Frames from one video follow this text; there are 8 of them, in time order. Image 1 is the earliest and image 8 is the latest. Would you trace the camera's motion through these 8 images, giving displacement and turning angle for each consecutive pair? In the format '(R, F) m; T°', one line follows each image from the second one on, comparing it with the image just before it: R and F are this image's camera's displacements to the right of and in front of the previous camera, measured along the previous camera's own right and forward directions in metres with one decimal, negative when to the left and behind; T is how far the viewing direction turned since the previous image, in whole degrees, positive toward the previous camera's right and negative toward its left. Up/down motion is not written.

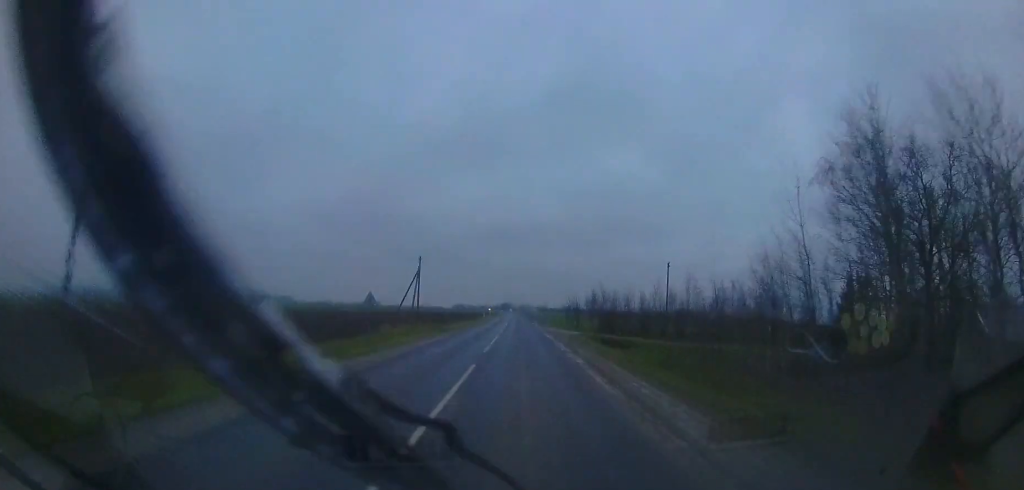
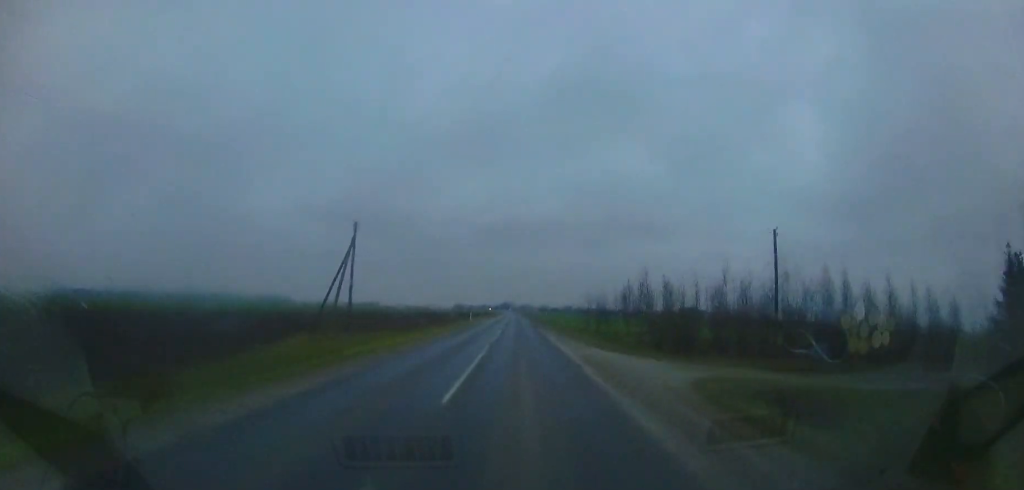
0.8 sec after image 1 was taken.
(0.0, +19.6) m; 0°
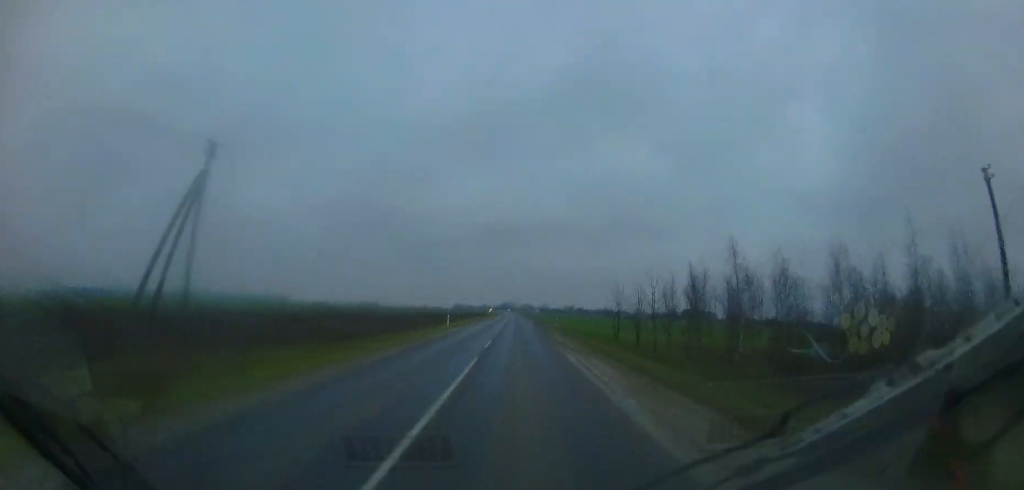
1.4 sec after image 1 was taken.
(0.0, +15.5) m; 0°
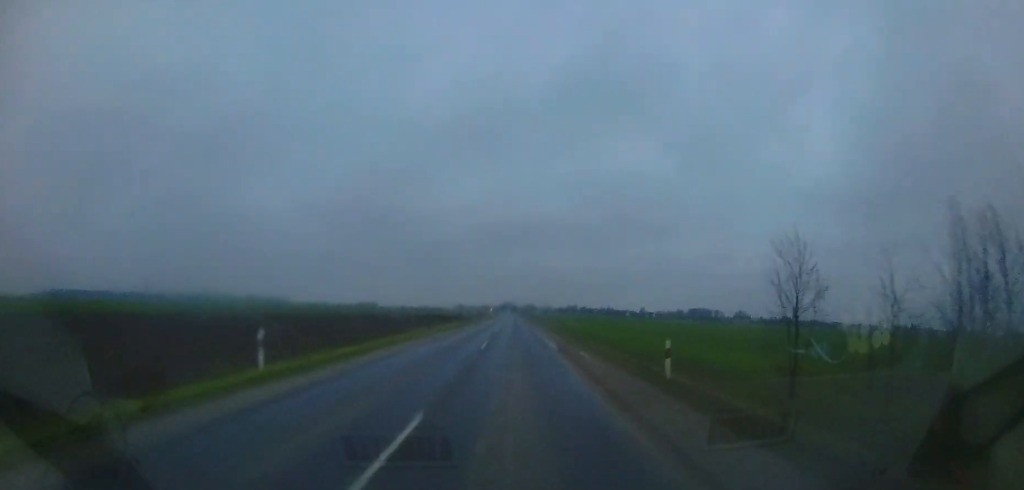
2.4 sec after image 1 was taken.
(0.0, +24.6) m; 0°
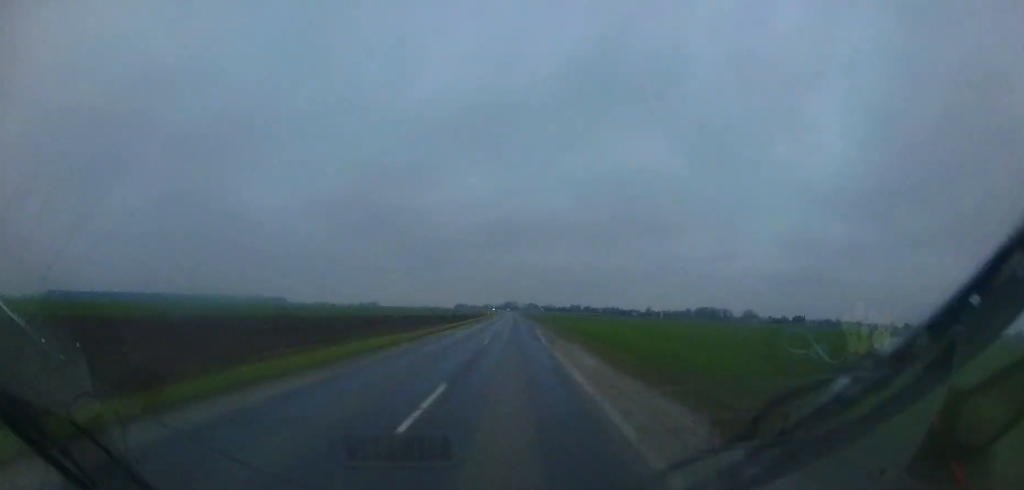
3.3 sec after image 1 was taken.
(-0.1, +22.3) m; -1°
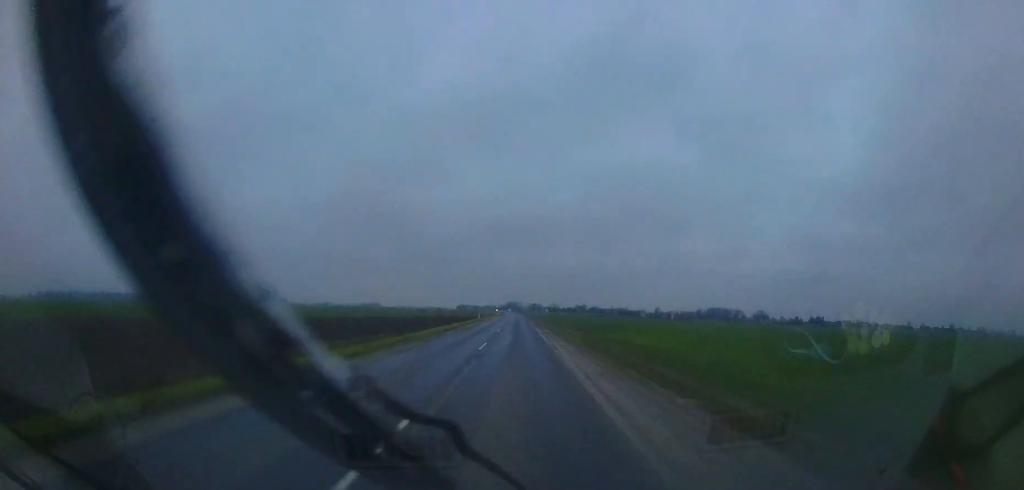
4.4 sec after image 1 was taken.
(-0.3, +26.7) m; 0°
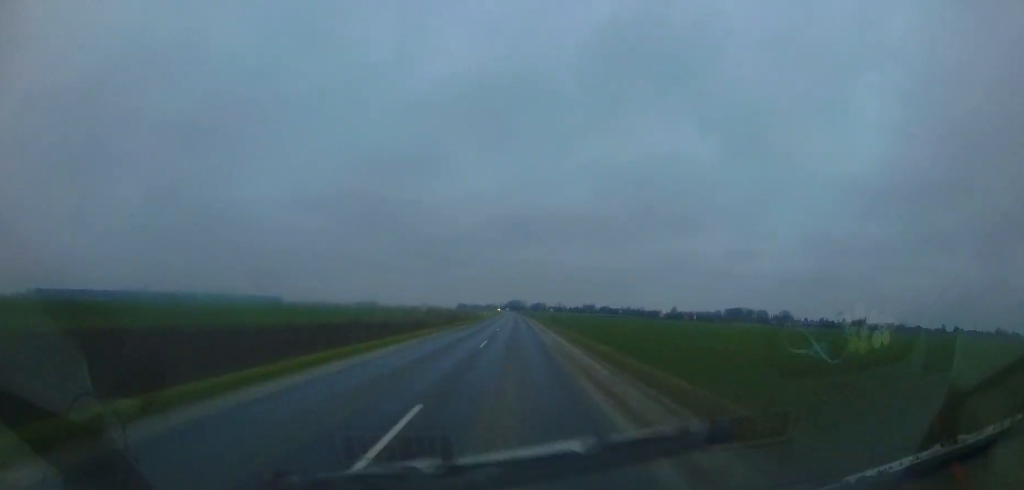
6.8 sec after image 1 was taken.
(-0.7, +59.9) m; -1°
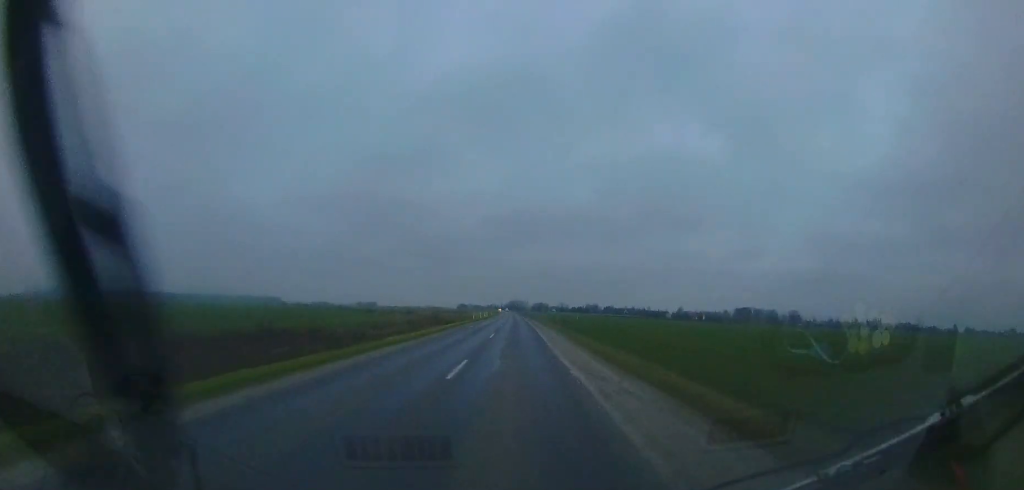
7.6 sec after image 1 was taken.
(+0.1, +18.7) m; 0°
